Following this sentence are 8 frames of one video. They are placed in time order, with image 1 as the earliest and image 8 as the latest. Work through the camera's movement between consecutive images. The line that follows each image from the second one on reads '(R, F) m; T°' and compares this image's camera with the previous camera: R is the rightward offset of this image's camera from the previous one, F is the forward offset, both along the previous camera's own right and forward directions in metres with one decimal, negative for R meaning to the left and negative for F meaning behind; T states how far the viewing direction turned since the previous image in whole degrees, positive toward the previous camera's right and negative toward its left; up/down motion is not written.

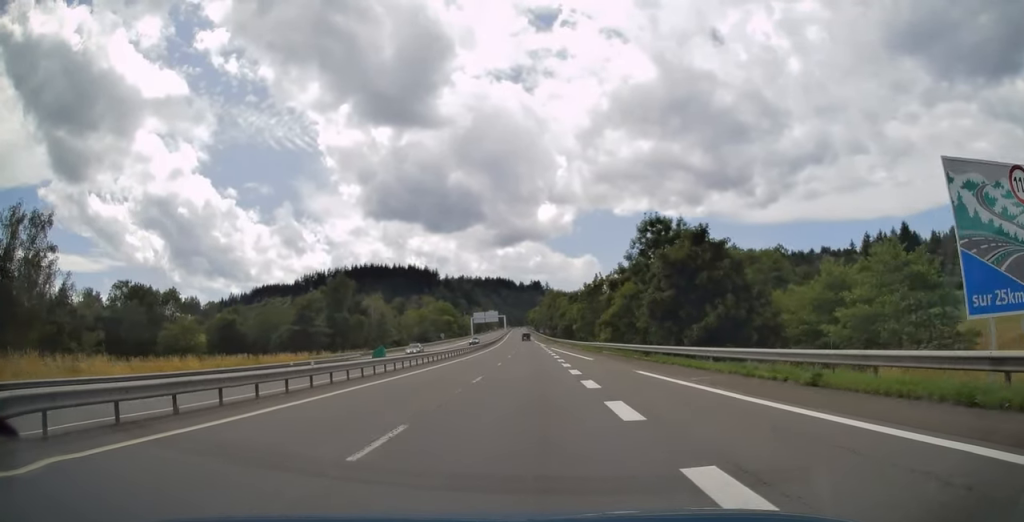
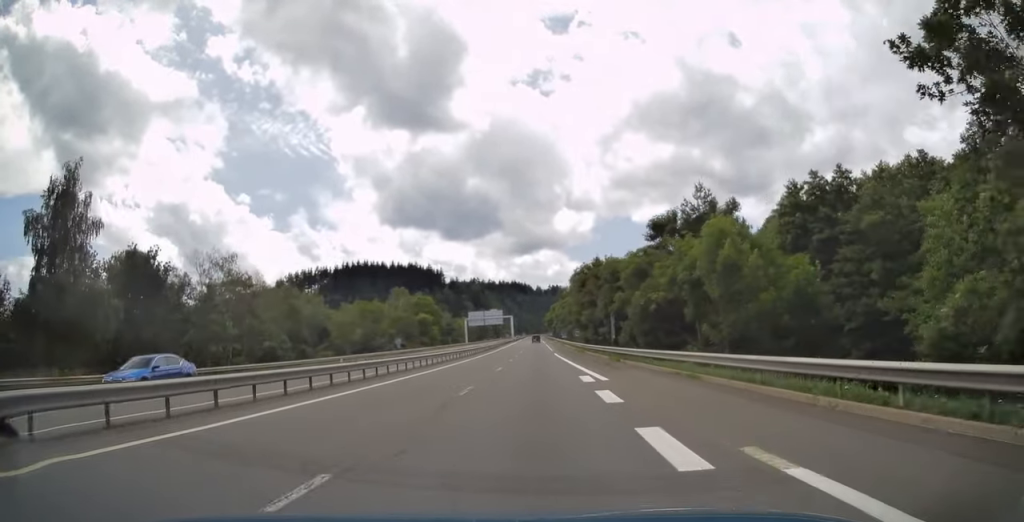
(-1.3, +70.6) m; -1°
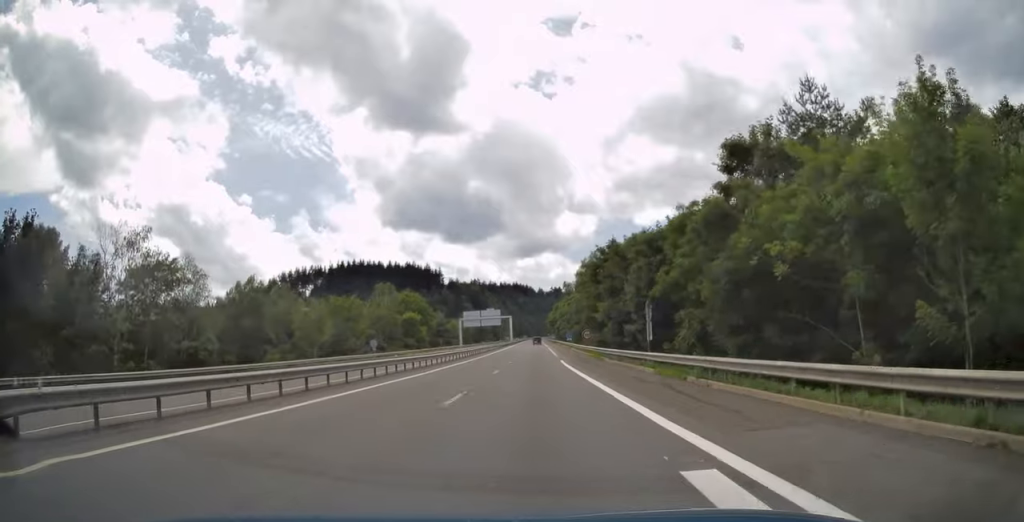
(0.0, +16.2) m; 0°
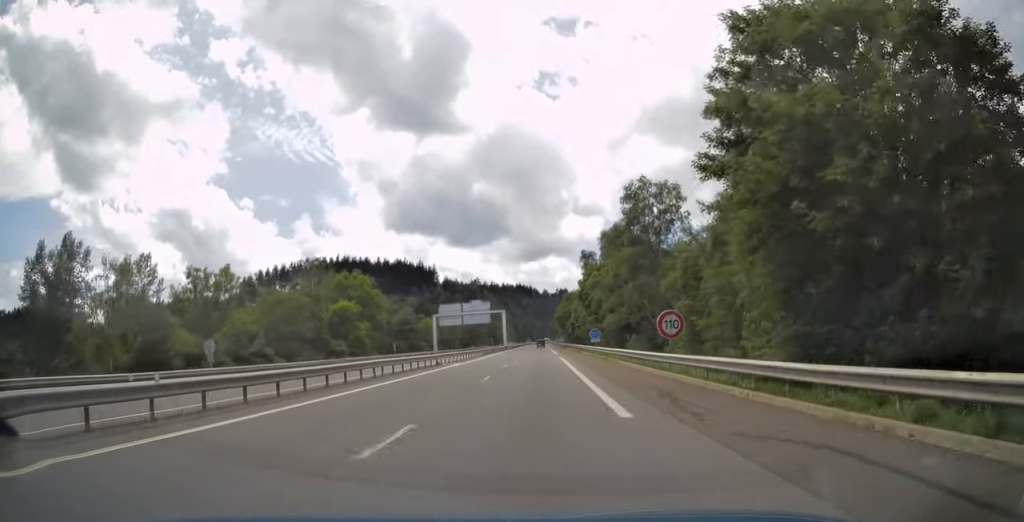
(0.0, +46.2) m; -1°
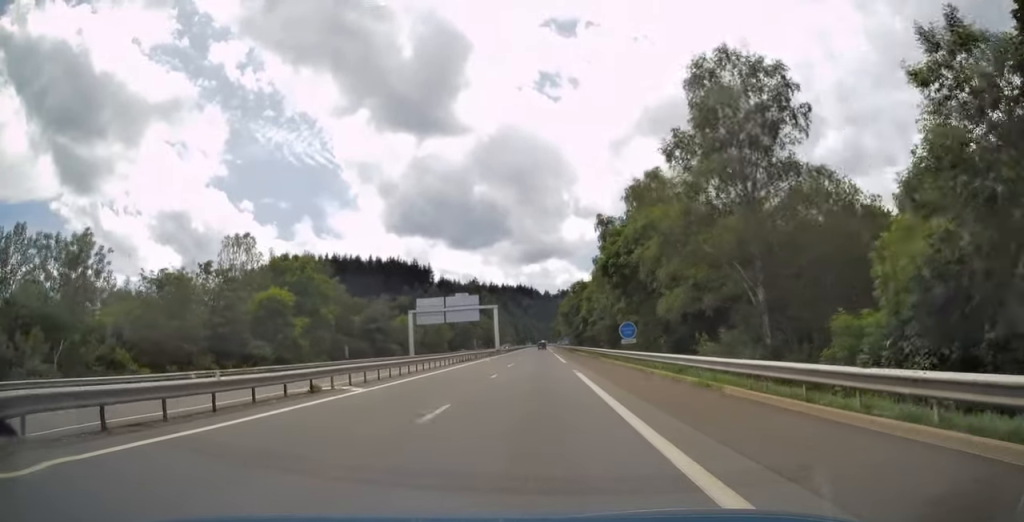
(-0.3, +22.8) m; 0°
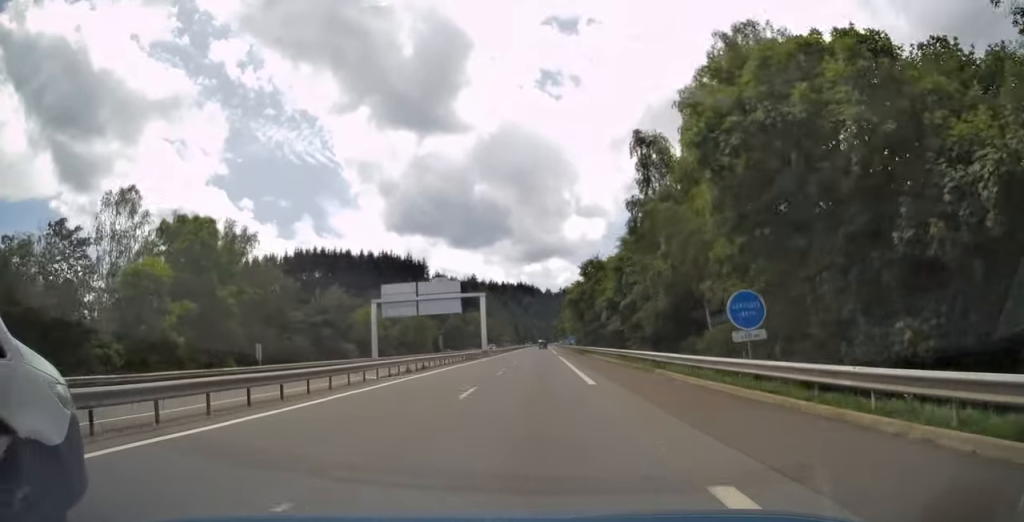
(0.0, +22.3) m; 0°
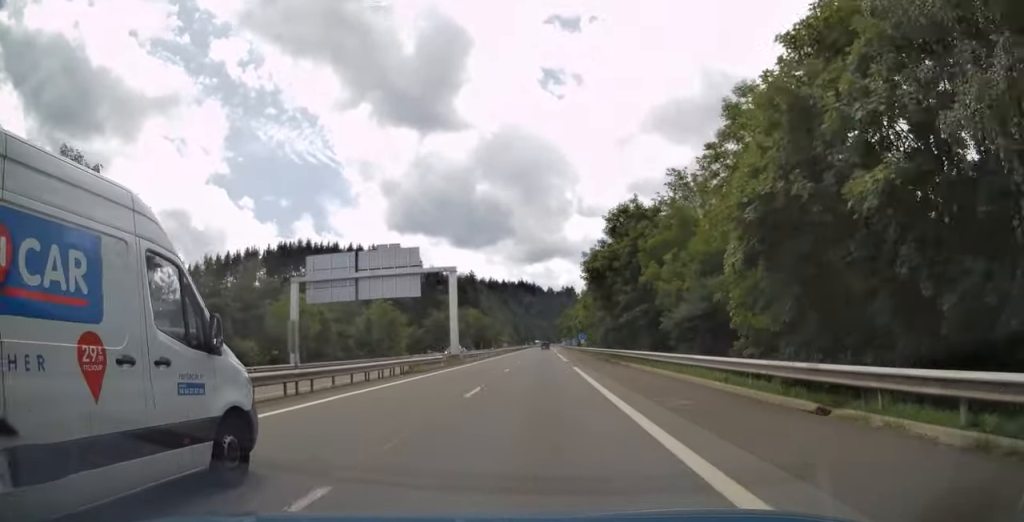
(+0.2, +25.8) m; 0°
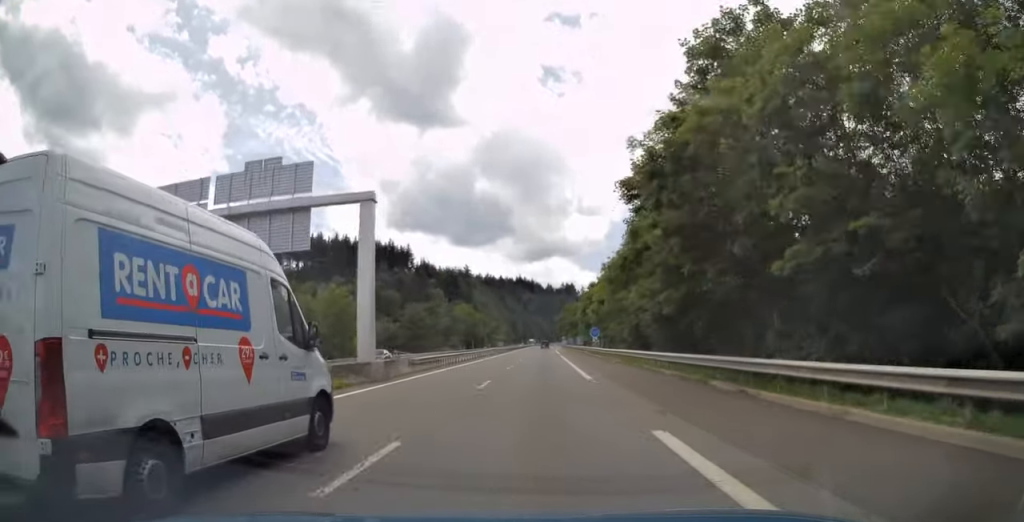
(-0.3, +23.9) m; -1°
